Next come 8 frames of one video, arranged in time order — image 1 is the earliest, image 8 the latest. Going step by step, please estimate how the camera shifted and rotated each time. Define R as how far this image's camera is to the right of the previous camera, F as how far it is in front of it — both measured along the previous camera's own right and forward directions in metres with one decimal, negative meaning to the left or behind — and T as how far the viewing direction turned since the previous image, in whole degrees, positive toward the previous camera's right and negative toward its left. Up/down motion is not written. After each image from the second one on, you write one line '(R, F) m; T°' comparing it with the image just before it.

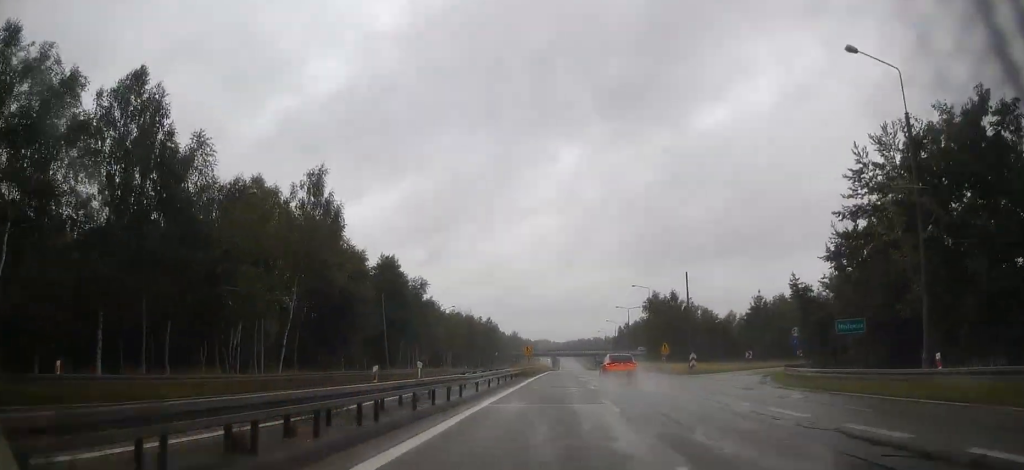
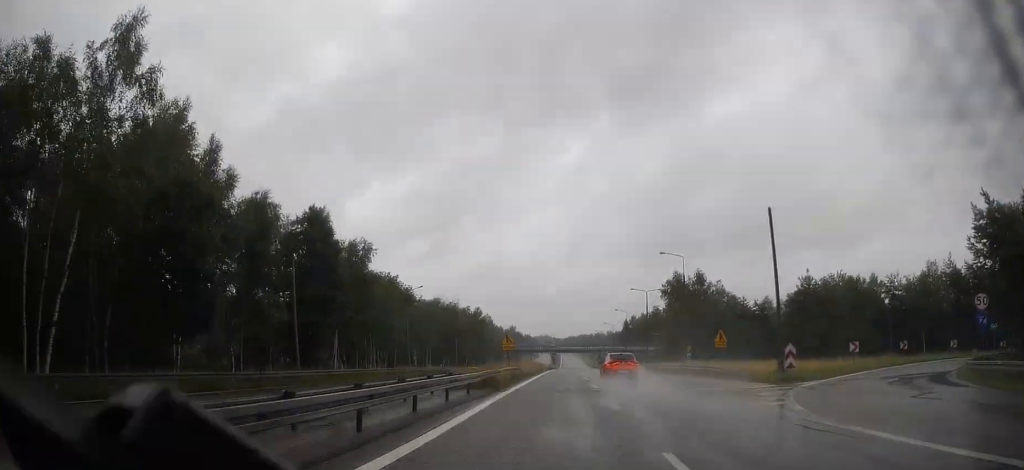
(+0.1, +23.2) m; 0°
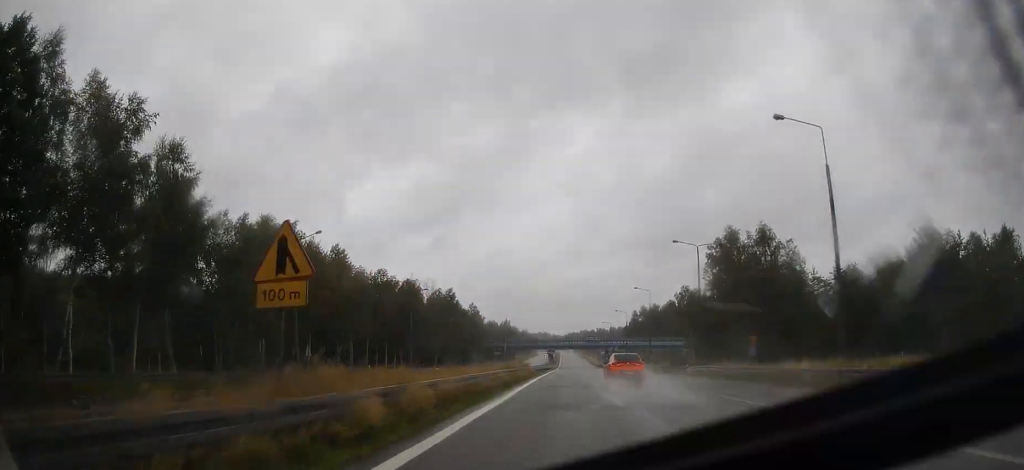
(-0.2, +32.4) m; 0°
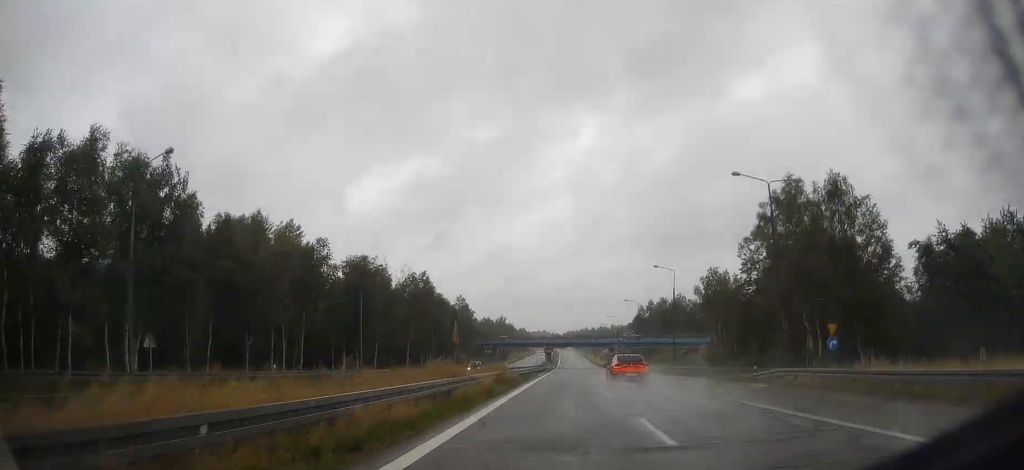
(-0.2, +19.3) m; 0°
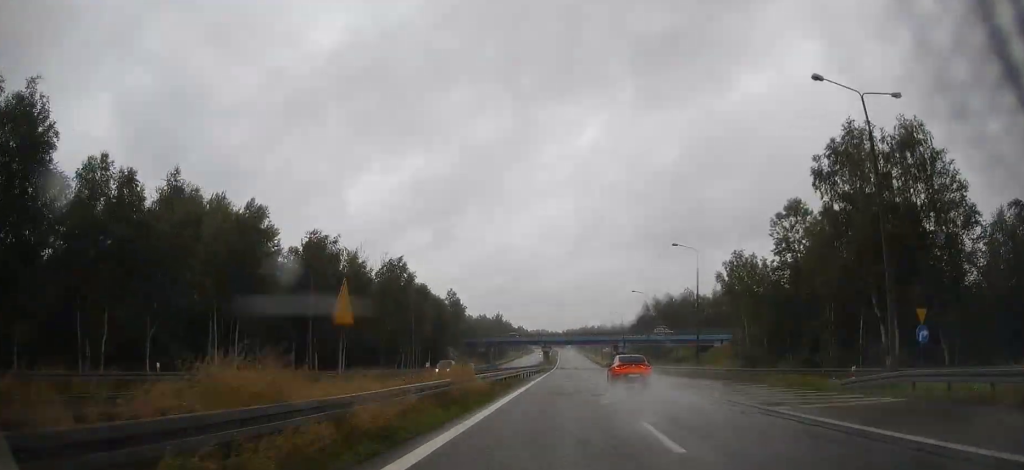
(+0.2, +12.2) m; 0°
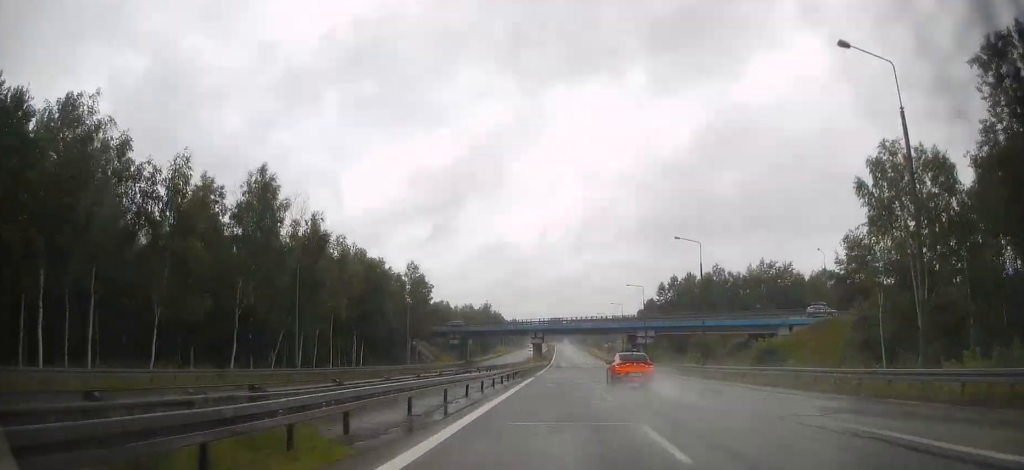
(+0.3, +35.8) m; 0°
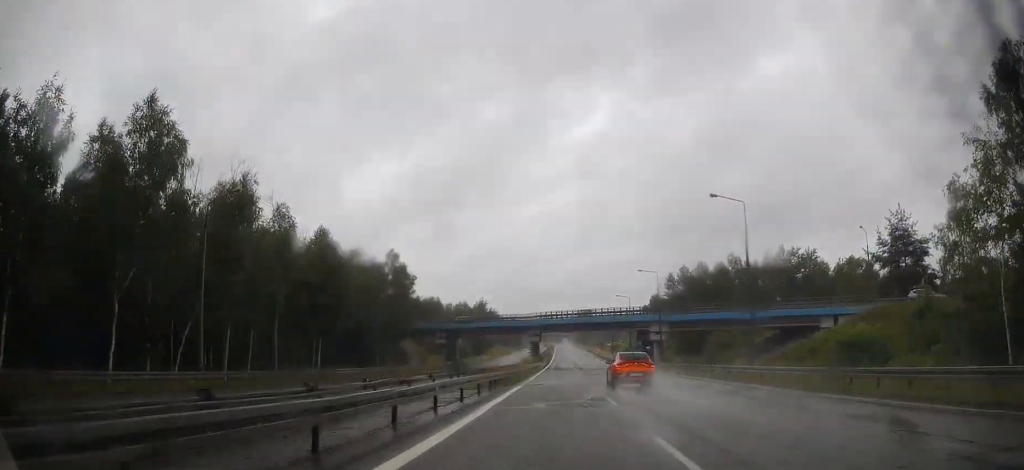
(+0.1, +13.4) m; 0°
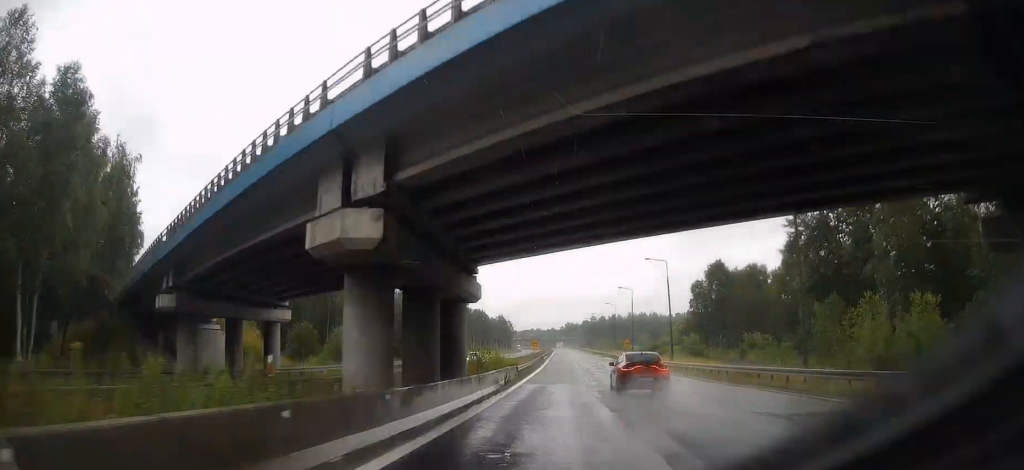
(0.0, +77.8) m; 0°
